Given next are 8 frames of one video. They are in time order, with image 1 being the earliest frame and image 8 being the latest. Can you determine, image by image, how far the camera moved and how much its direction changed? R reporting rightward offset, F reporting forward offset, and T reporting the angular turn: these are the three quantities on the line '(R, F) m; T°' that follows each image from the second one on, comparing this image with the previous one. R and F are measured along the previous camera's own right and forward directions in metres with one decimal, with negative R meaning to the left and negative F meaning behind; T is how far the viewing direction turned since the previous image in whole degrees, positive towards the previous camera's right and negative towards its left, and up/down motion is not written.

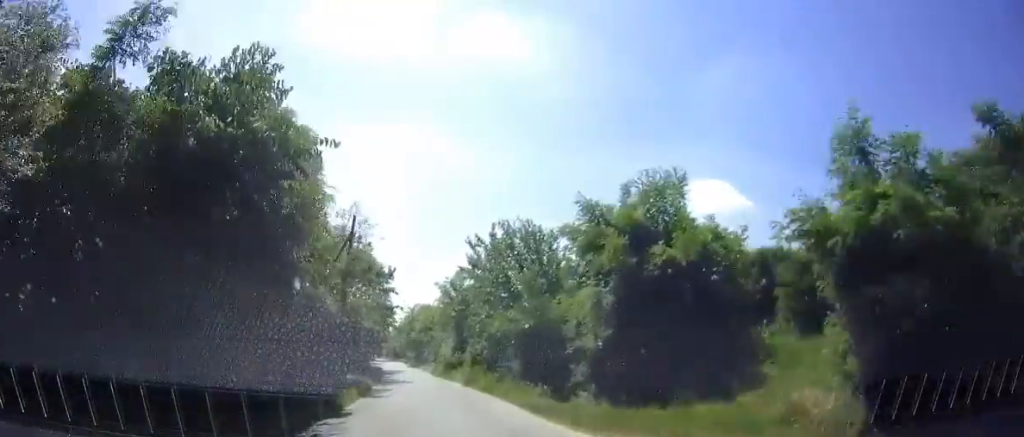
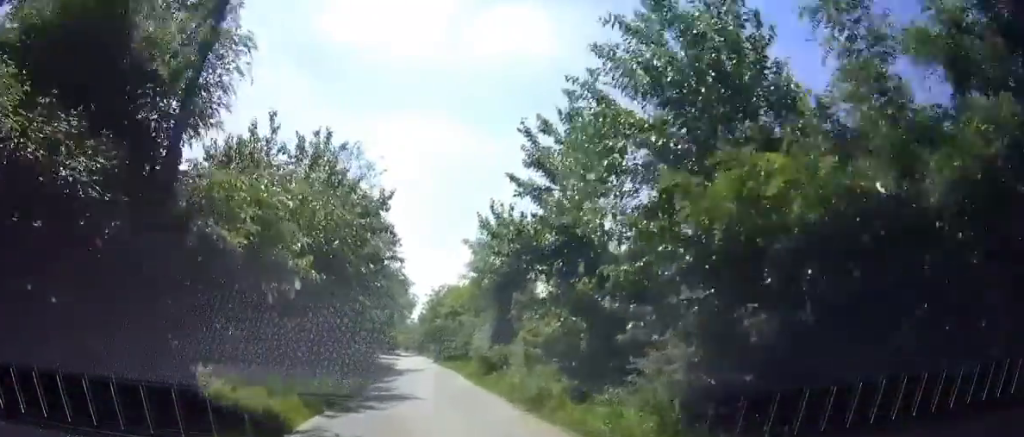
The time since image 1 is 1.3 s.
(+0.1, +15.3) m; +1°
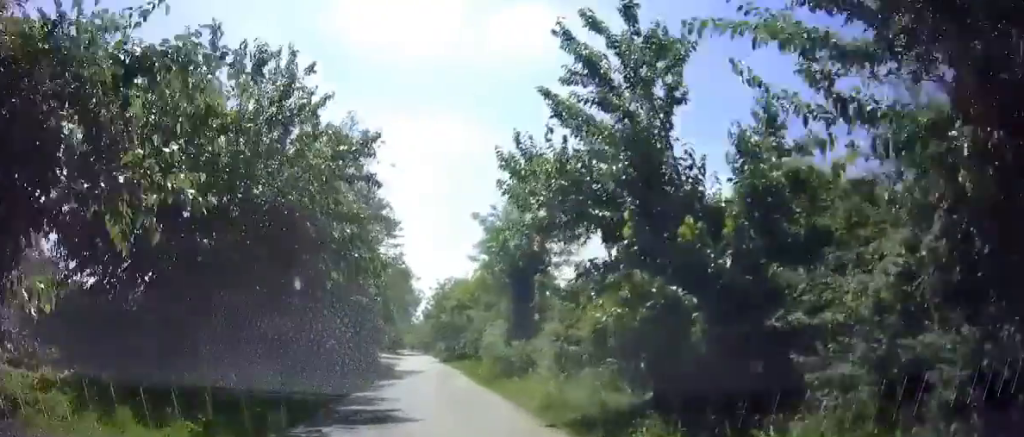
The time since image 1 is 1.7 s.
(+0.1, +5.5) m; -1°
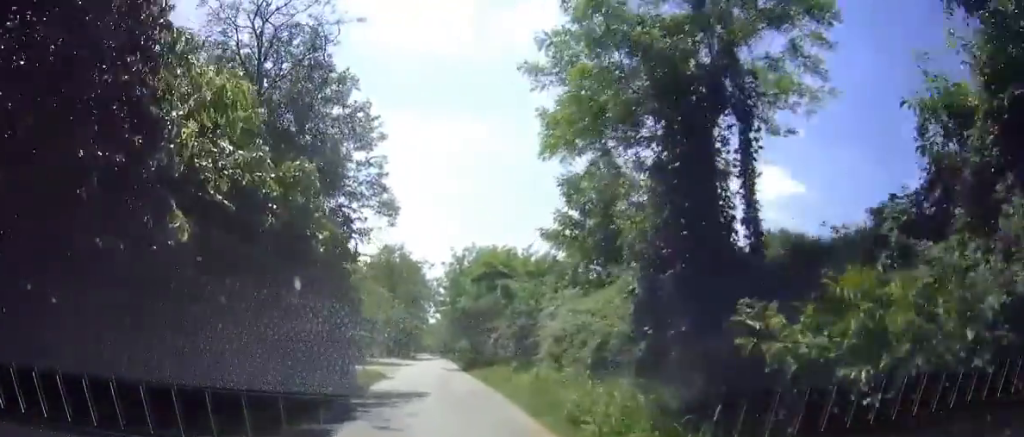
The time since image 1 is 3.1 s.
(-0.5, +18.6) m; -5°
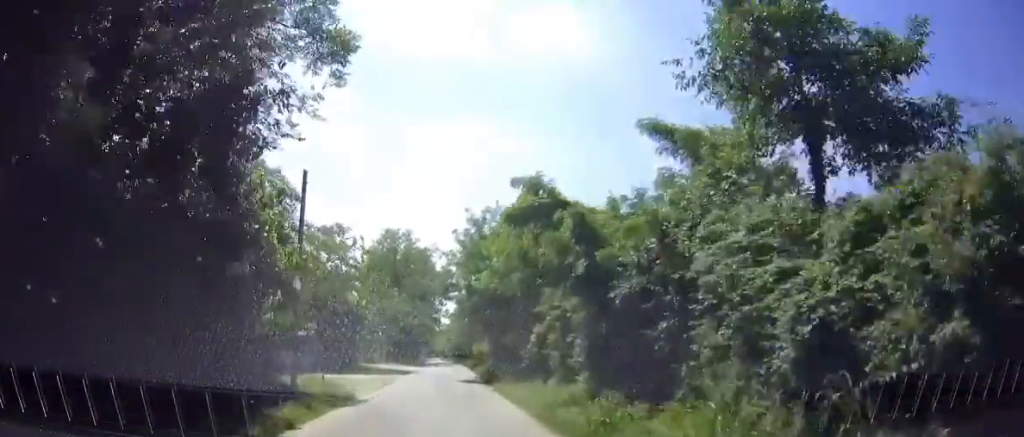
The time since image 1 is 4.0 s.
(-0.4, +11.8) m; -2°
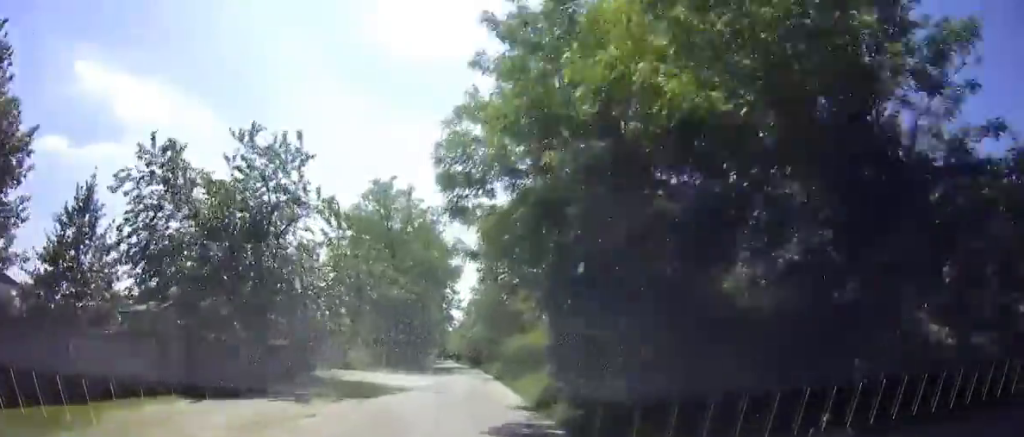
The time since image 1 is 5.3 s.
(-0.1, +18.9) m; 0°
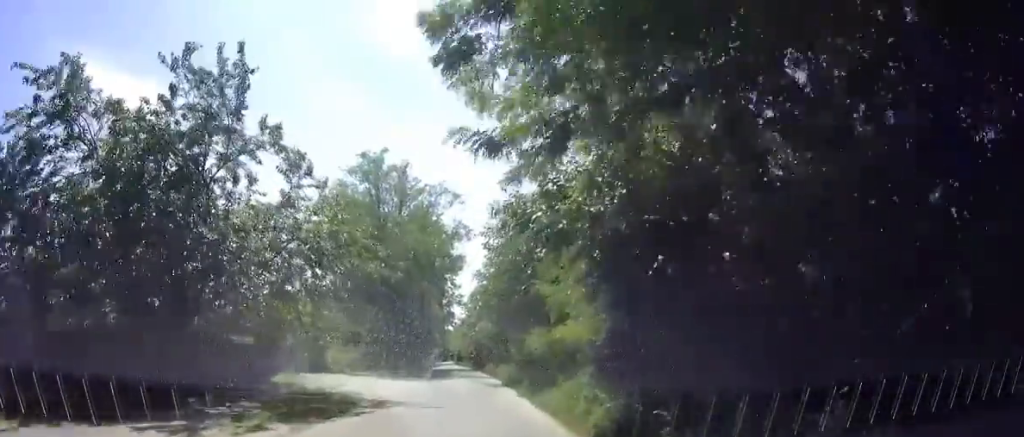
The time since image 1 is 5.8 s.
(0.0, +6.3) m; 0°
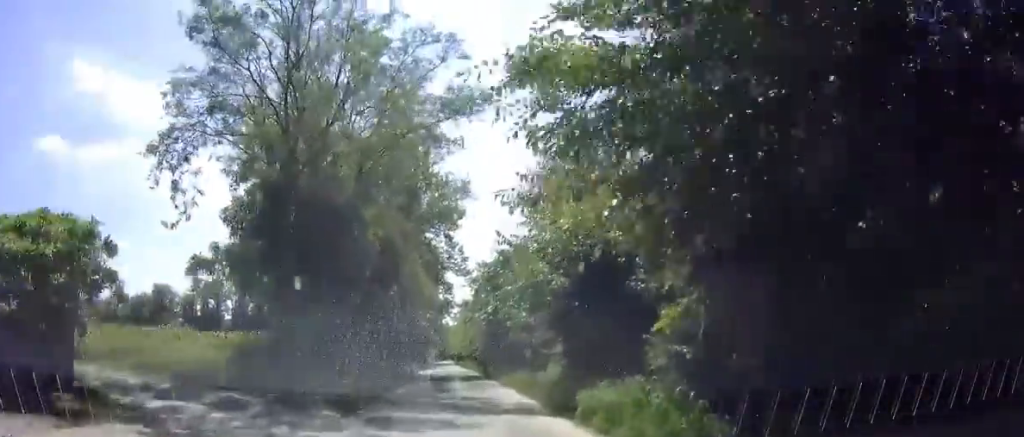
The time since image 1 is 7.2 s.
(+0.1, +20.9) m; 0°
